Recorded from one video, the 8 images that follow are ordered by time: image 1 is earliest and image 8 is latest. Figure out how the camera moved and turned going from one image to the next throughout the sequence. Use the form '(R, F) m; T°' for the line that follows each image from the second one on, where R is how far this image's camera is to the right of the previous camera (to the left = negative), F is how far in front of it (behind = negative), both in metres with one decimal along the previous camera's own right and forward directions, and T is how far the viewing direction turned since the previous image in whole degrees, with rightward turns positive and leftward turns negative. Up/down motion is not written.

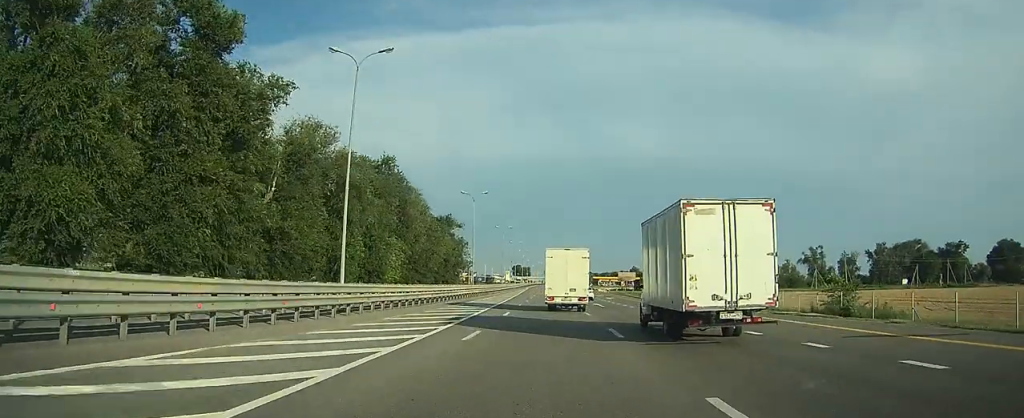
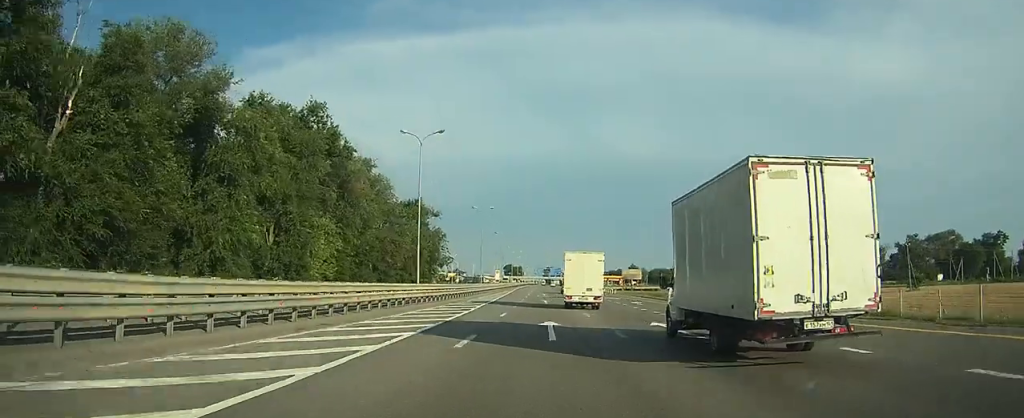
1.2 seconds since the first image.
(0.0, +22.5) m; 0°
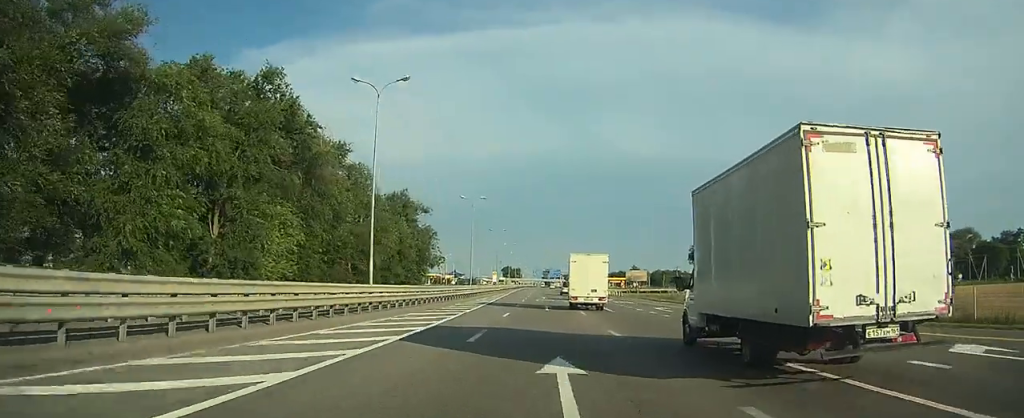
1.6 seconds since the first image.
(0.0, +8.9) m; 0°
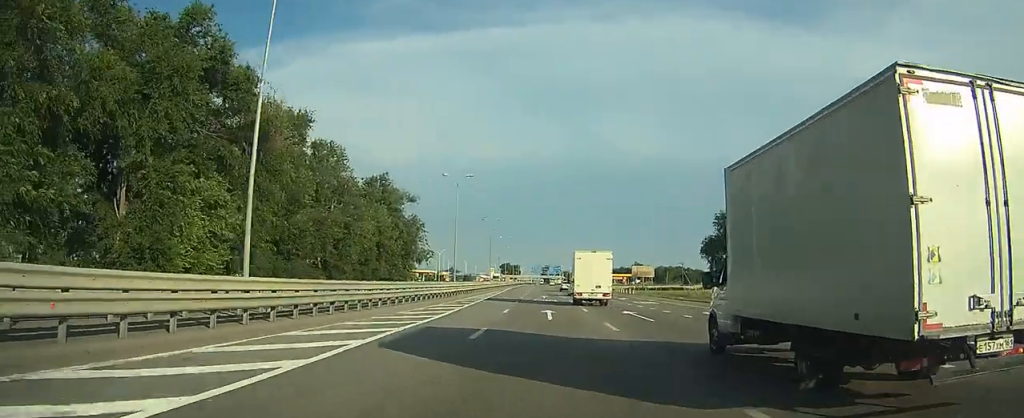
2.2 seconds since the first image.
(0.0, +10.0) m; 0°
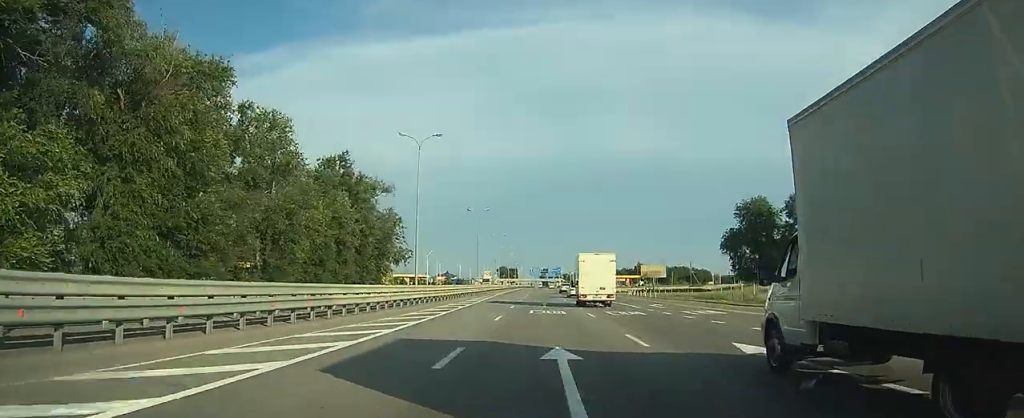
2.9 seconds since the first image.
(-0.1, +13.5) m; 0°
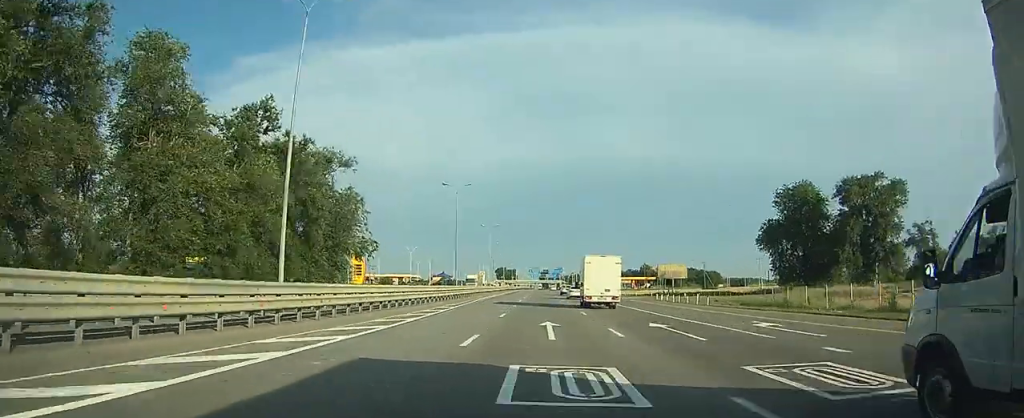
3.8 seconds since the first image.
(-0.1, +16.7) m; 0°
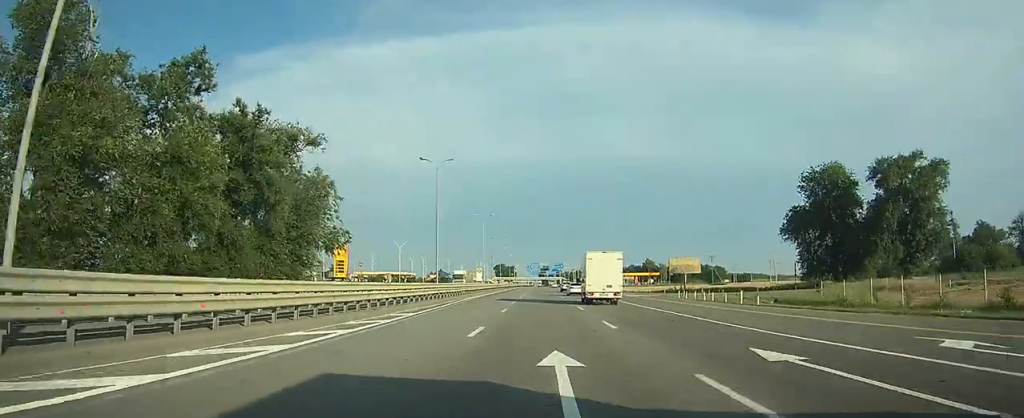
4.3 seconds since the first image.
(0.0, +8.8) m; 0°
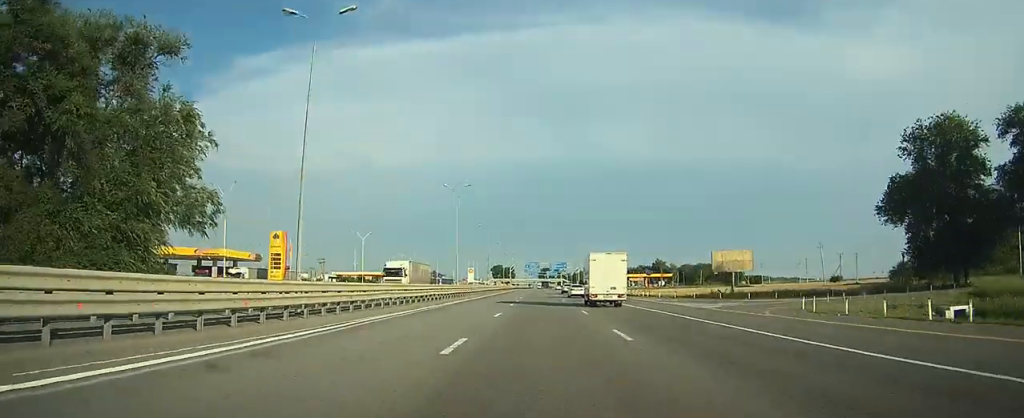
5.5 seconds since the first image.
(0.0, +24.8) m; 0°
